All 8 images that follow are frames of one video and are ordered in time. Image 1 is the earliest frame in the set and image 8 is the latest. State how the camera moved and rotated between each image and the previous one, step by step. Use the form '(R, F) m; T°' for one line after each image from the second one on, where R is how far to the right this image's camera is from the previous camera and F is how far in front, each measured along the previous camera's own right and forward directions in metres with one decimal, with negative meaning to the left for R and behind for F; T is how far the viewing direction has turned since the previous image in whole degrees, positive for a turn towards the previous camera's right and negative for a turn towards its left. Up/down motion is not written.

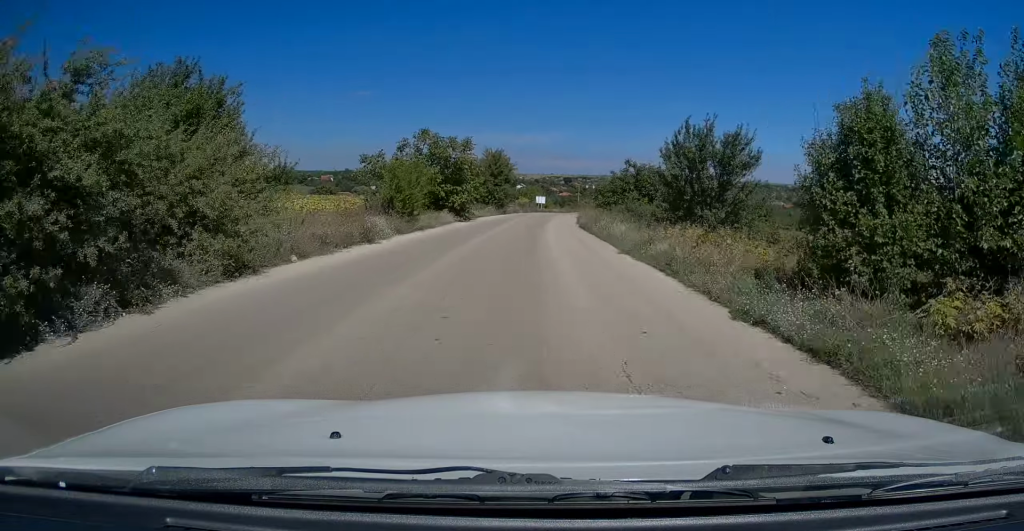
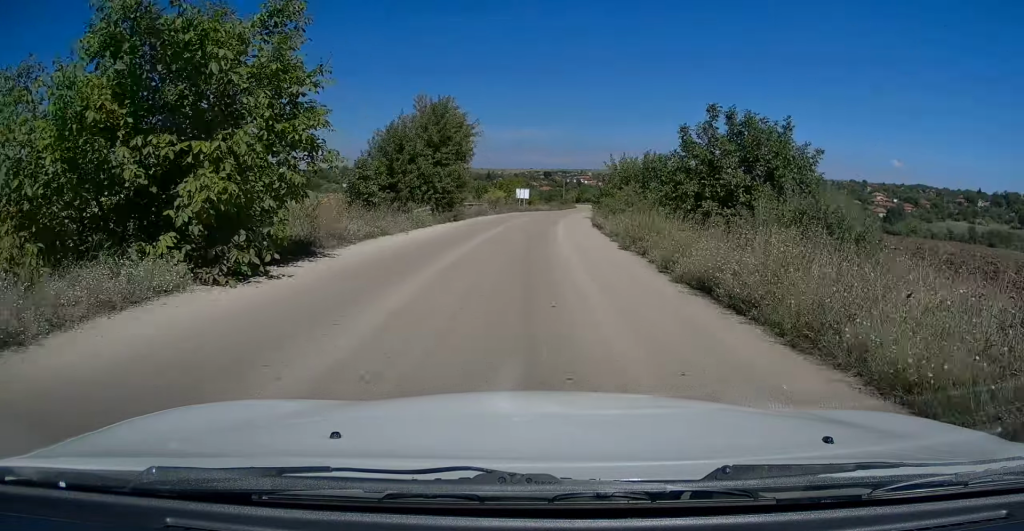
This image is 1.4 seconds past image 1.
(+0.2, +24.5) m; +1°
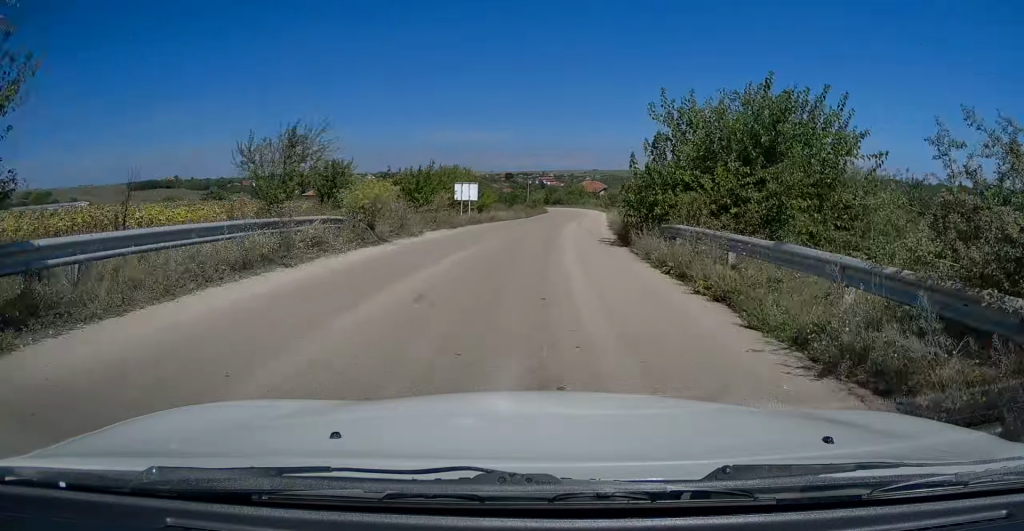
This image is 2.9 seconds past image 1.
(+0.5, +26.0) m; +2°
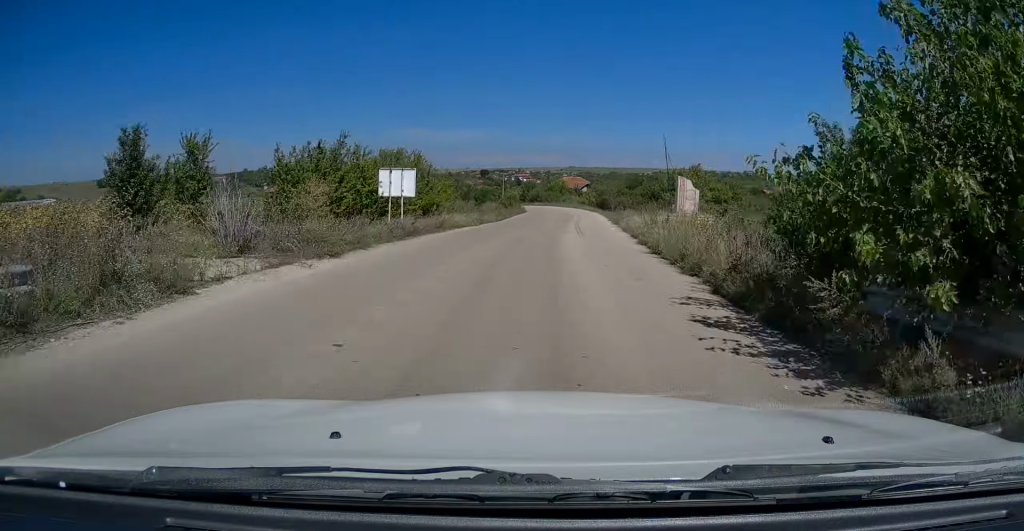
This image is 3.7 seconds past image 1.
(0.0, +13.2) m; +2°
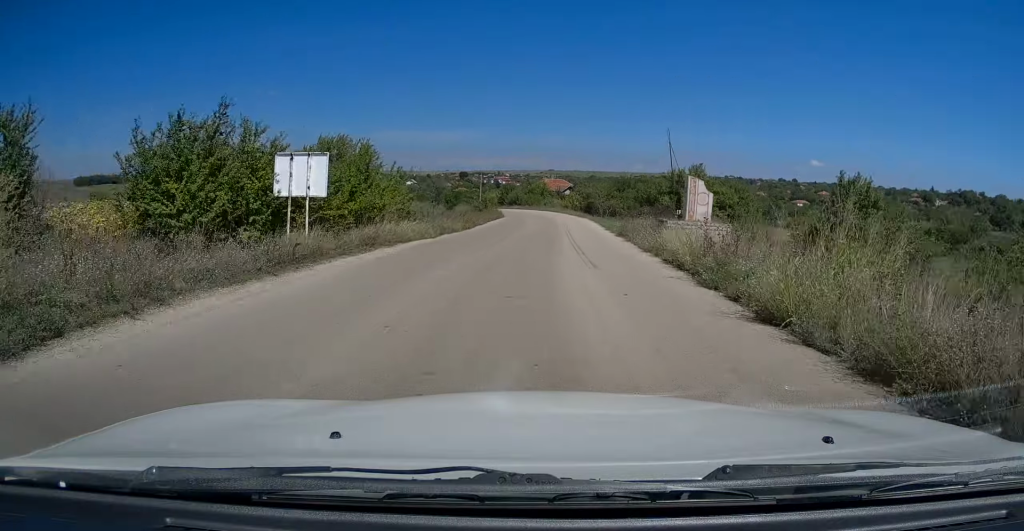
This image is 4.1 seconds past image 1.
(+0.3, +7.5) m; +2°
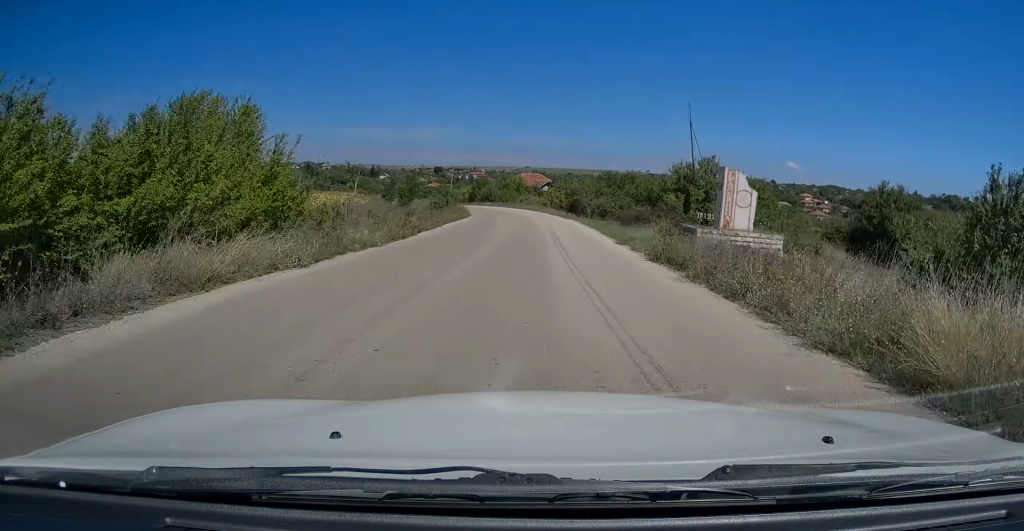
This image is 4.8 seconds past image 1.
(+0.2, +10.2) m; +2°
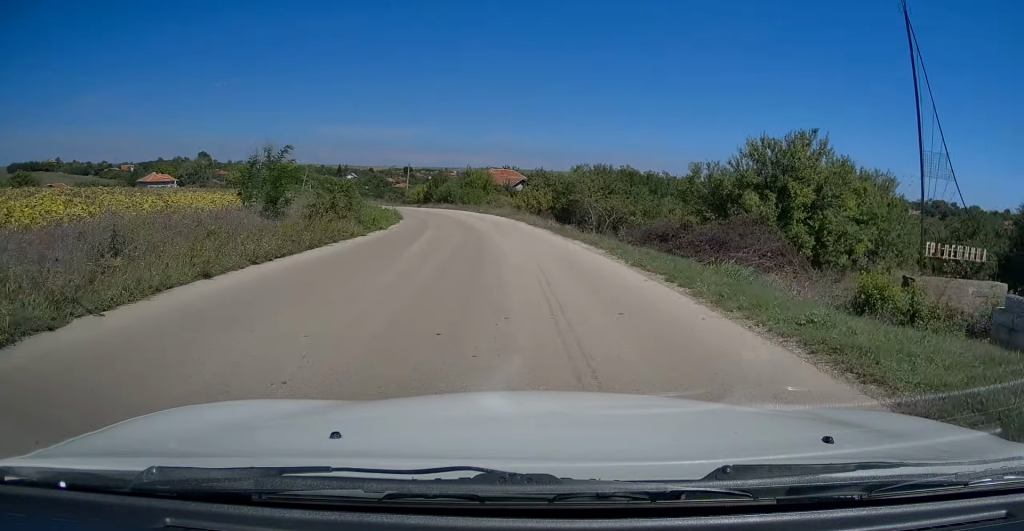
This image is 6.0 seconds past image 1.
(+0.4, +19.8) m; +1°
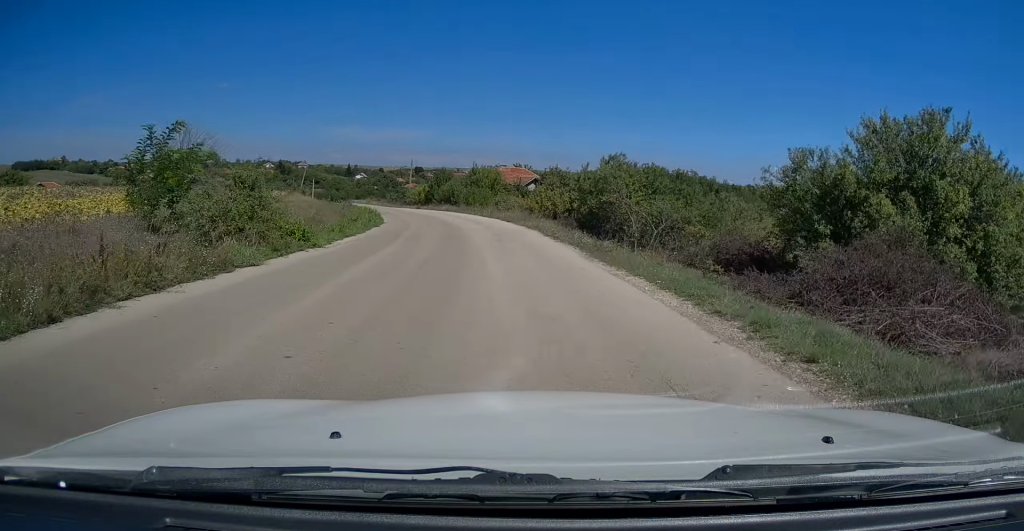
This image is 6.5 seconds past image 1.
(+0.1, +8.6) m; 0°
